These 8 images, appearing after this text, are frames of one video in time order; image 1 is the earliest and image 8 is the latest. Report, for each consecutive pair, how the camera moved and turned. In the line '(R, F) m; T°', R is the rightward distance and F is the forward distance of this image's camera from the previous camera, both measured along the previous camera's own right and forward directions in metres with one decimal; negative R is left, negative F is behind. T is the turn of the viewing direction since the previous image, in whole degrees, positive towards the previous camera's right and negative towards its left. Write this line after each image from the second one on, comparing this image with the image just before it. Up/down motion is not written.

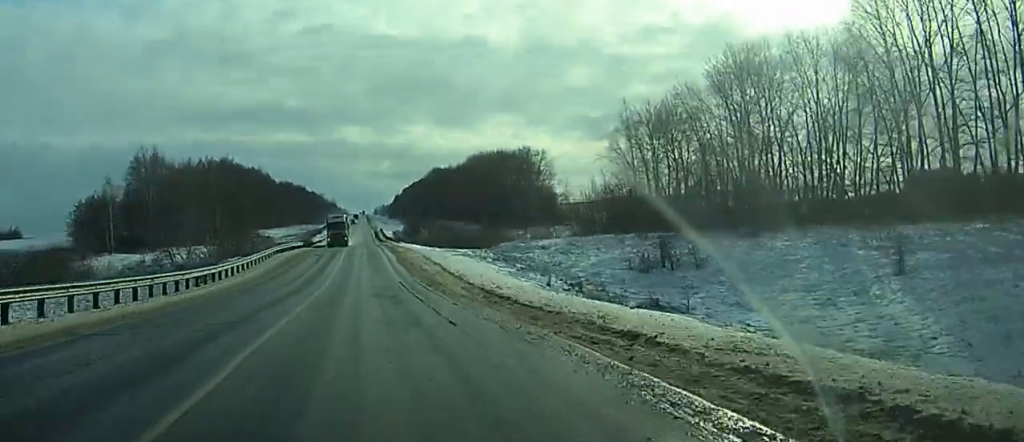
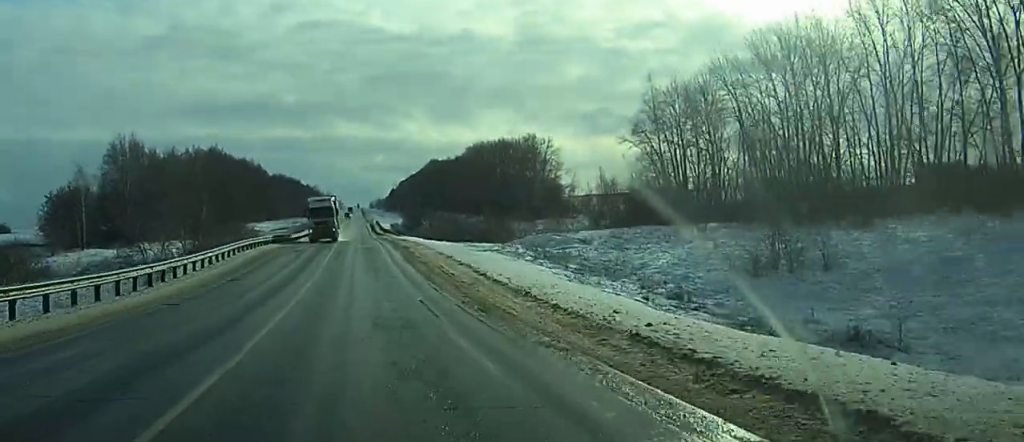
(-0.2, +15.9) m; +1°
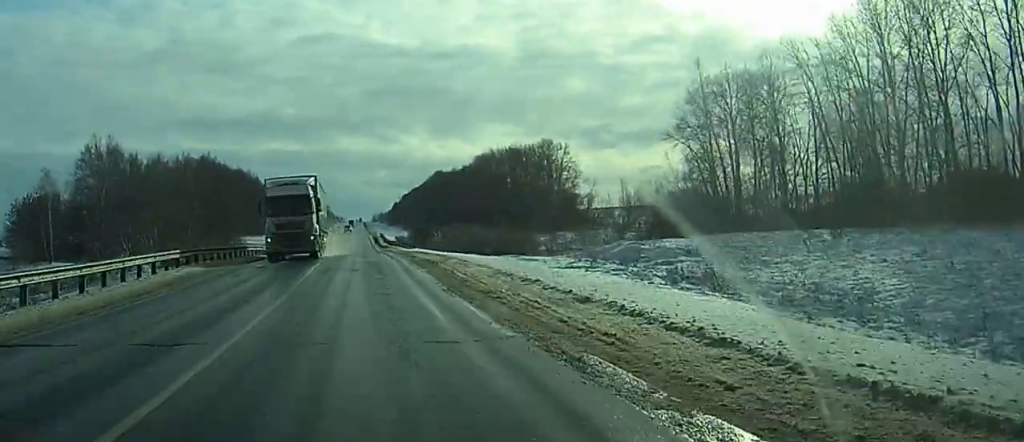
(+0.5, +19.9) m; +3°
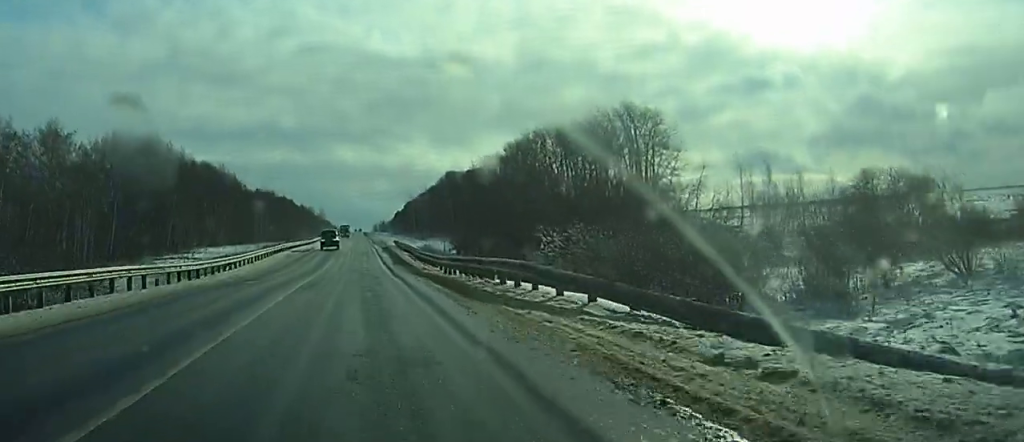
(+1.9, +75.8) m; -1°
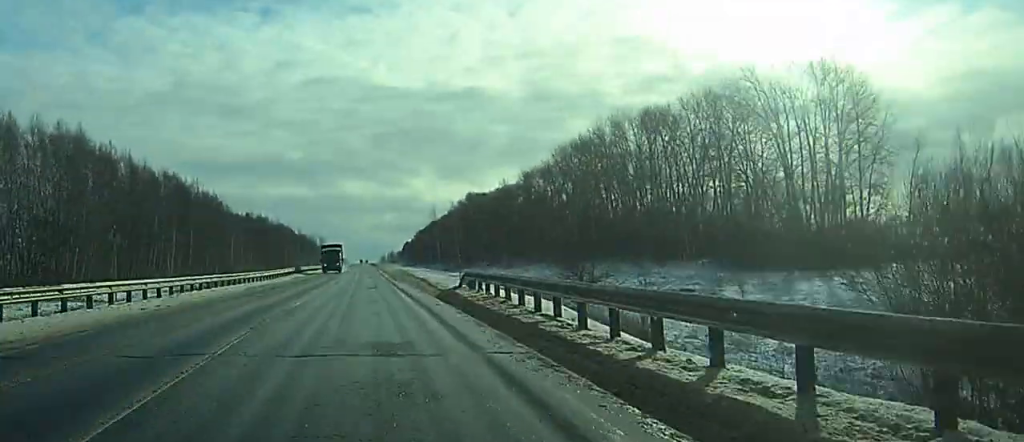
(+1.0, +61.4) m; +2°
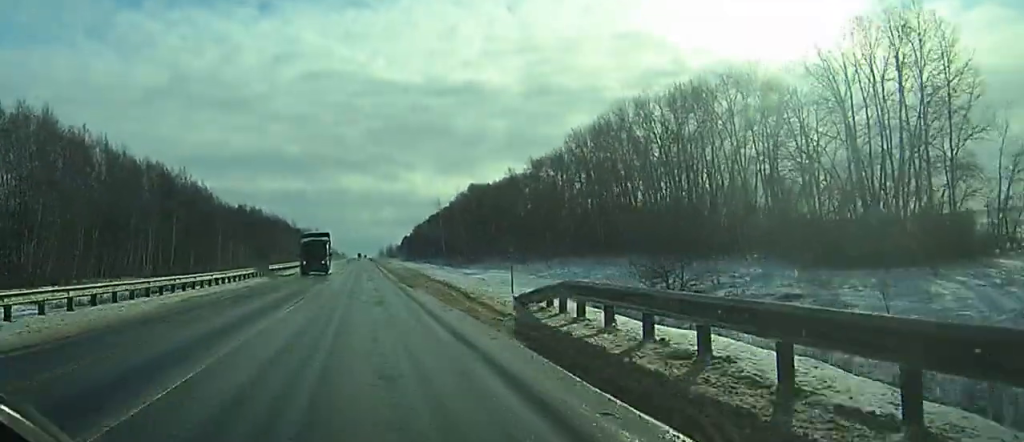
(0.0, +15.5) m; 0°
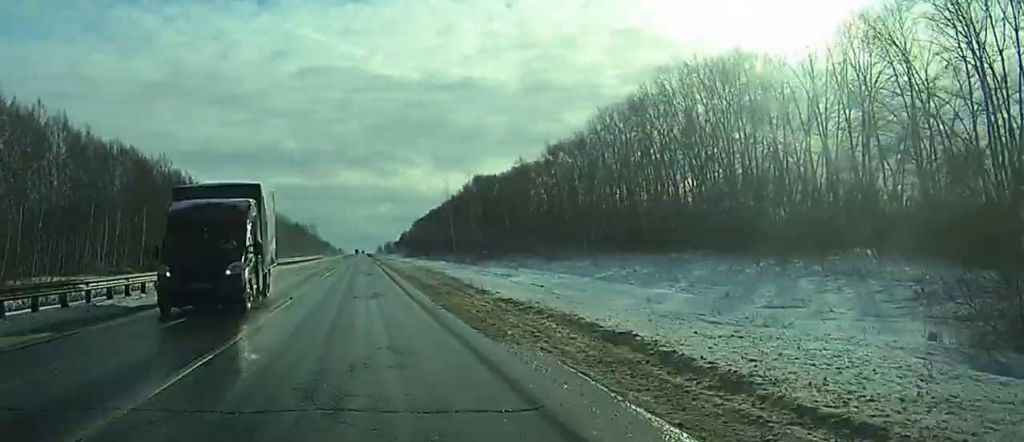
(0.0, +22.3) m; 0°
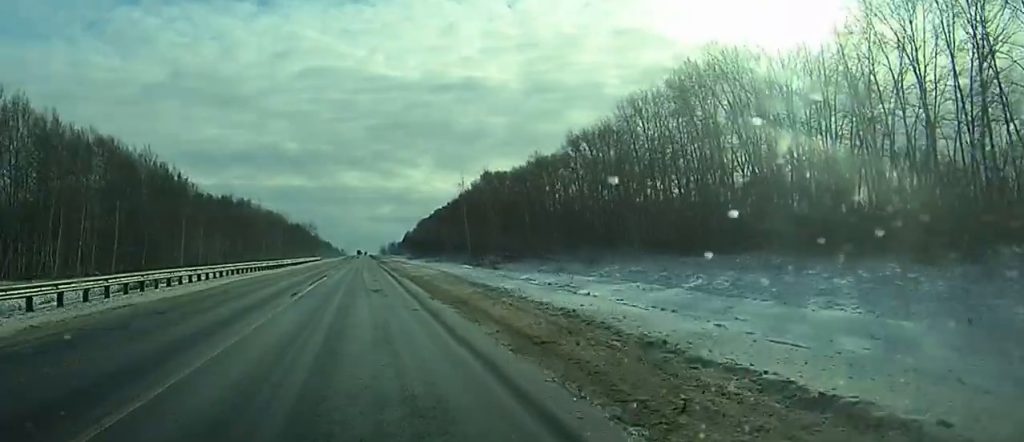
(0.0, +18.5) m; 0°
